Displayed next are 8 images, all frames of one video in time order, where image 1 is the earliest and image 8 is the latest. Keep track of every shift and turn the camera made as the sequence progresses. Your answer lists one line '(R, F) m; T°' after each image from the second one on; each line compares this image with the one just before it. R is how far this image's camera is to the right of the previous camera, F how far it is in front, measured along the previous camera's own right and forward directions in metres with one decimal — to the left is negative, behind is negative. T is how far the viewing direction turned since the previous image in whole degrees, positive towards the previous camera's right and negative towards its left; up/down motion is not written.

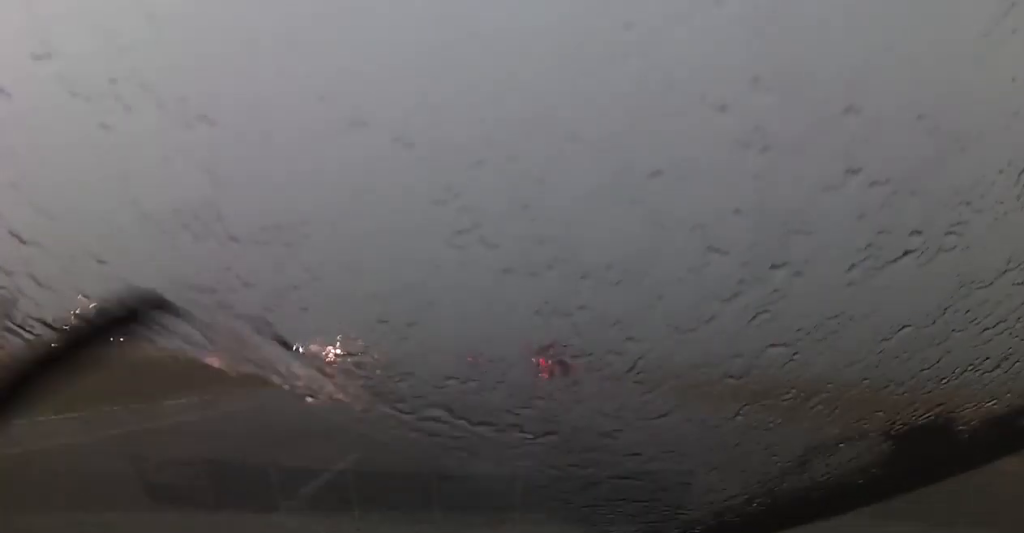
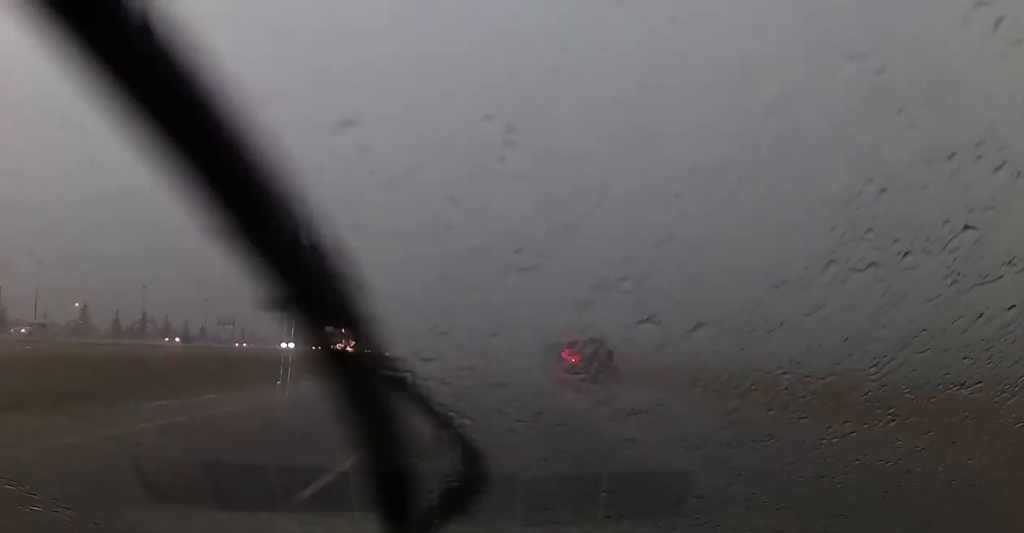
(0.0, +9.0) m; -1°
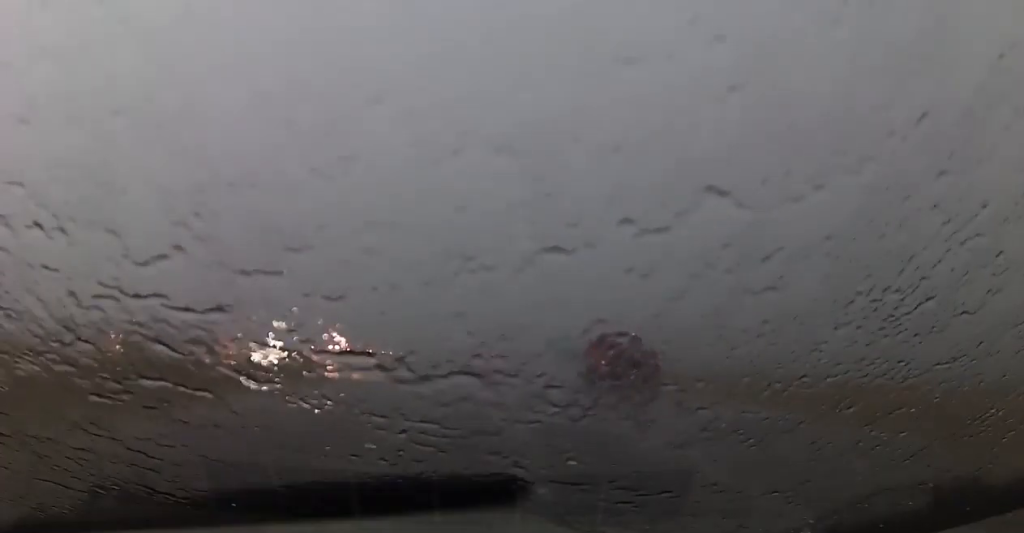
(+0.1, +6.7) m; -1°
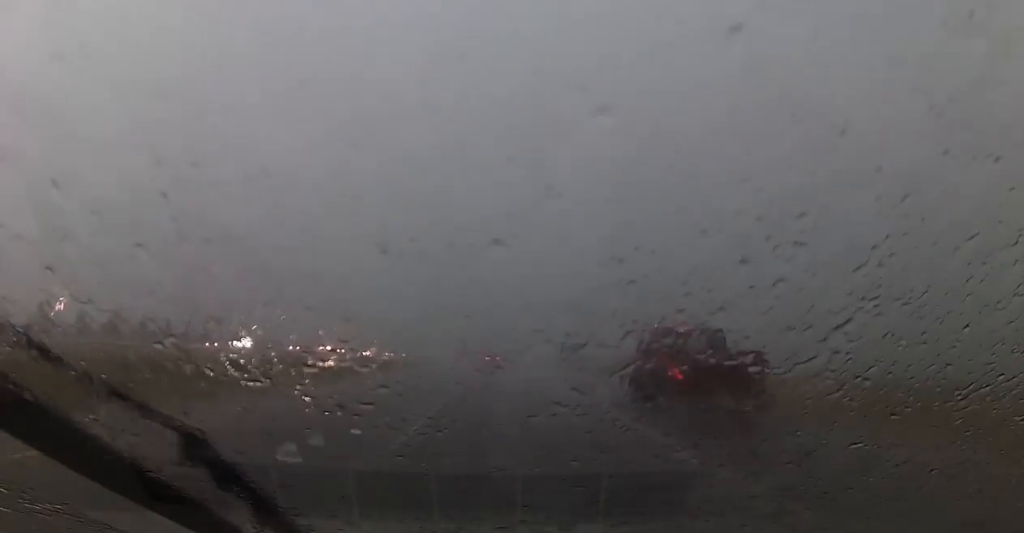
(-0.1, +8.6) m; 0°
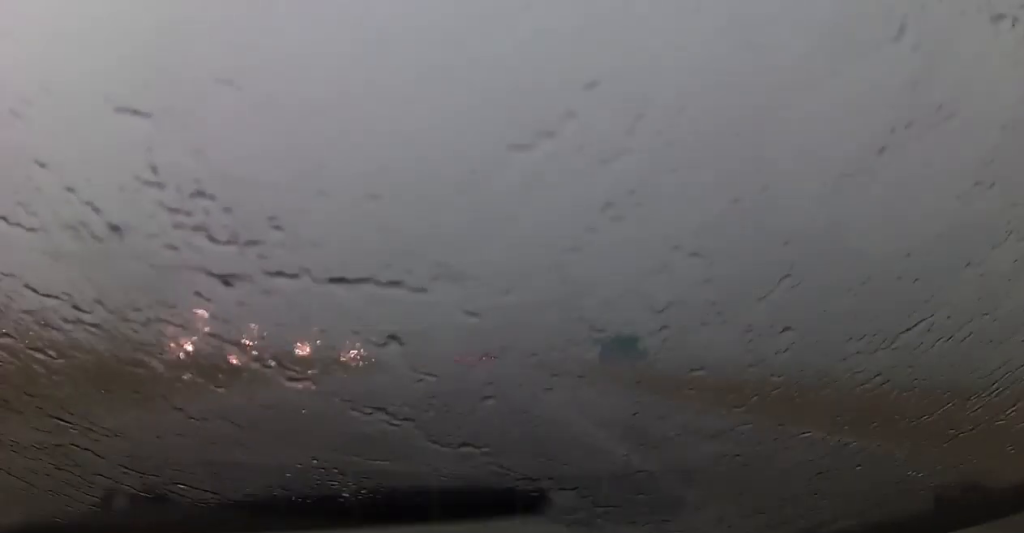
(-0.1, +42.8) m; -1°
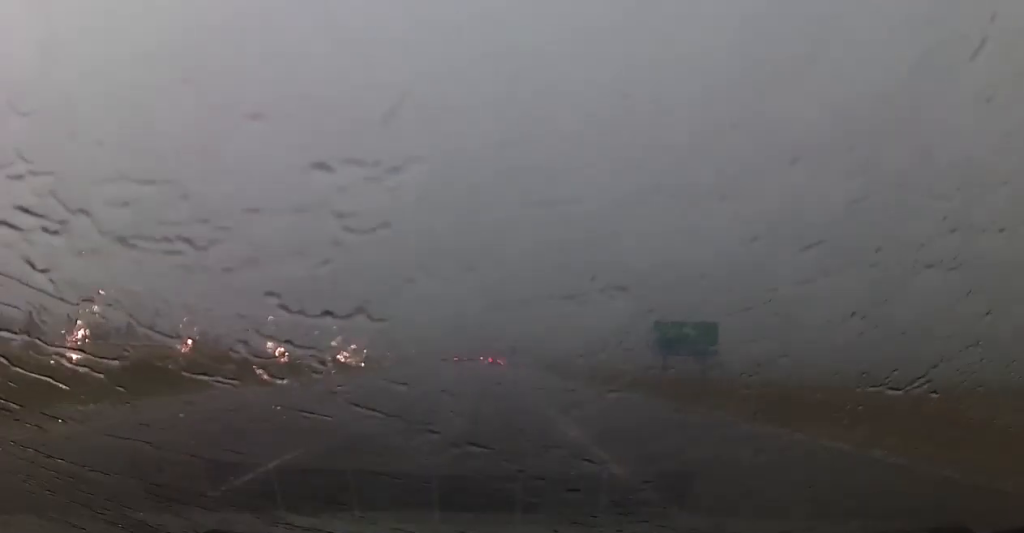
(+0.2, +15.7) m; +1°
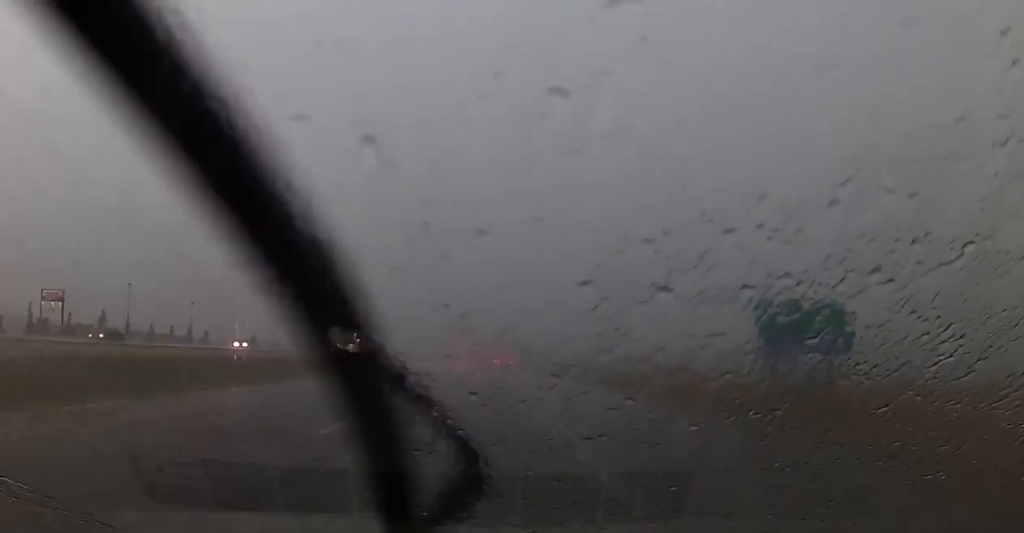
(+0.1, +13.6) m; -1°
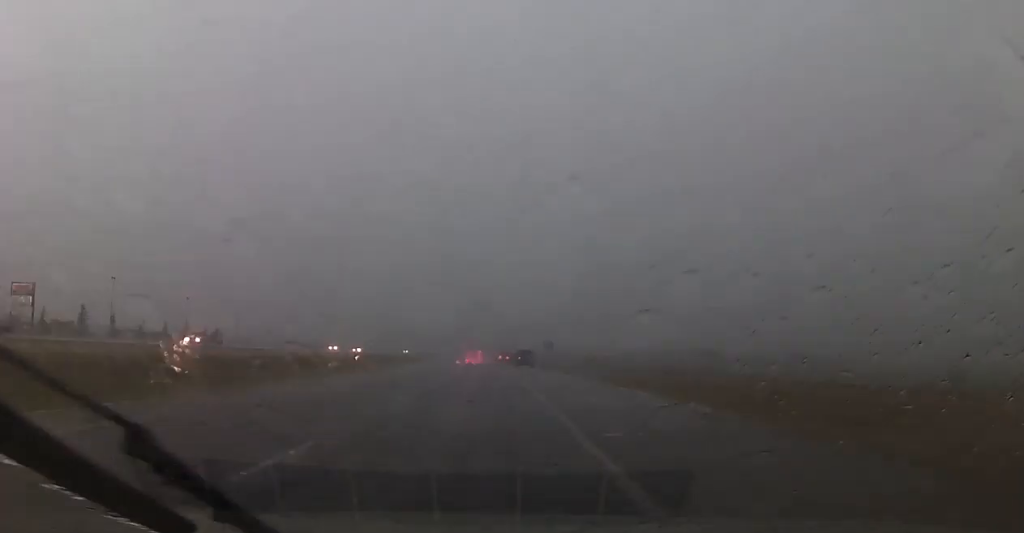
(-0.2, +13.0) m; -2°
